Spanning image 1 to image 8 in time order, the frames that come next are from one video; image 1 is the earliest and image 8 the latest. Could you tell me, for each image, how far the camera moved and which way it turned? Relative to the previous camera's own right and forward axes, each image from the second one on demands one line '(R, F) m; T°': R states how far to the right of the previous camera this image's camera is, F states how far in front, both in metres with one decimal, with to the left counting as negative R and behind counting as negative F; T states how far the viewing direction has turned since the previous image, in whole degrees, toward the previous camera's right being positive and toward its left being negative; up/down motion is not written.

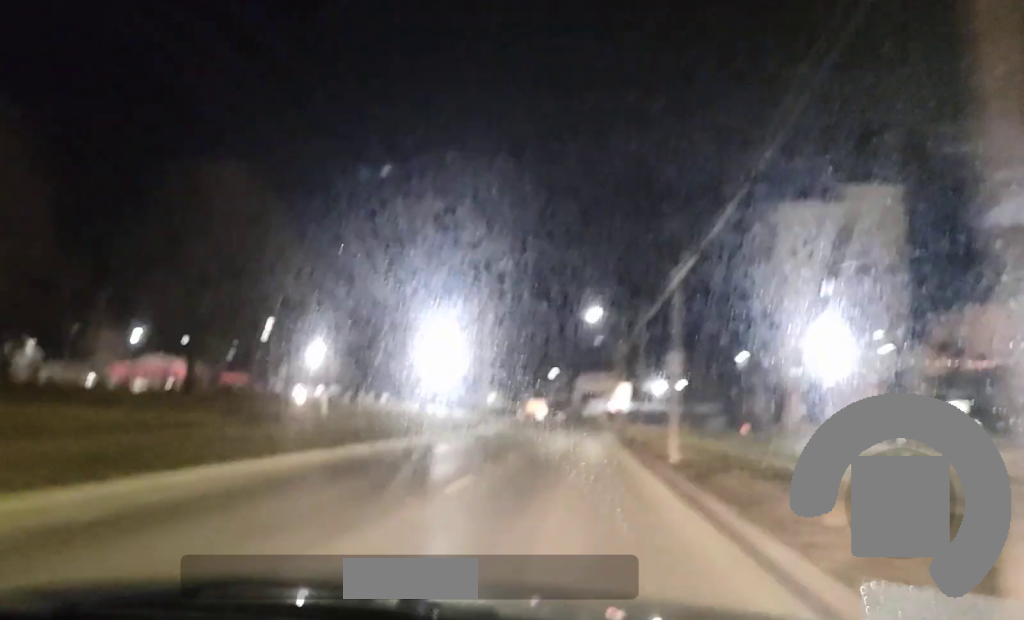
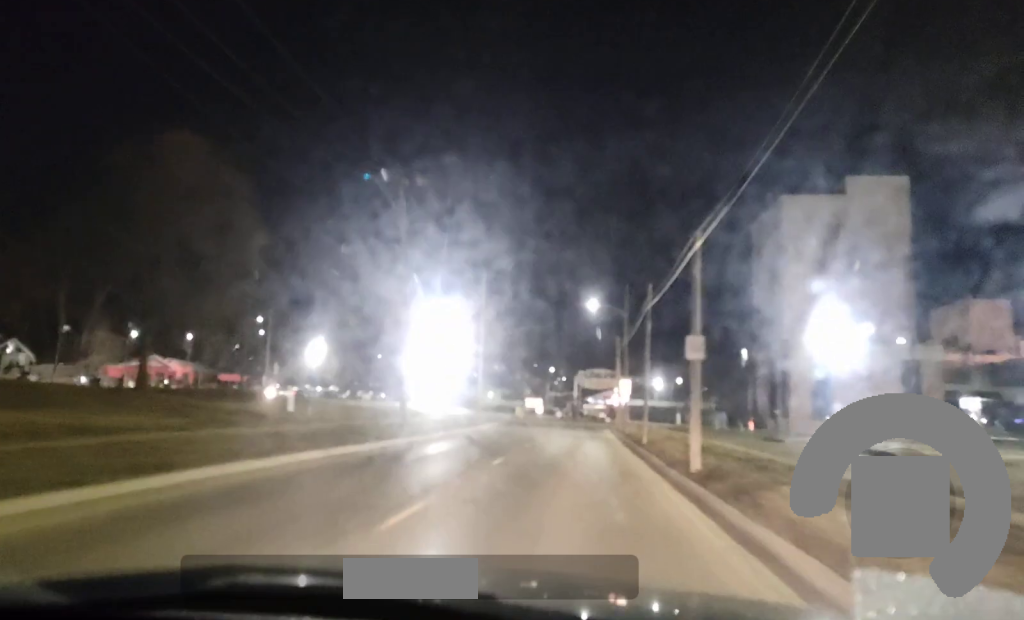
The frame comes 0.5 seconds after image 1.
(-0.1, +6.1) m; 0°
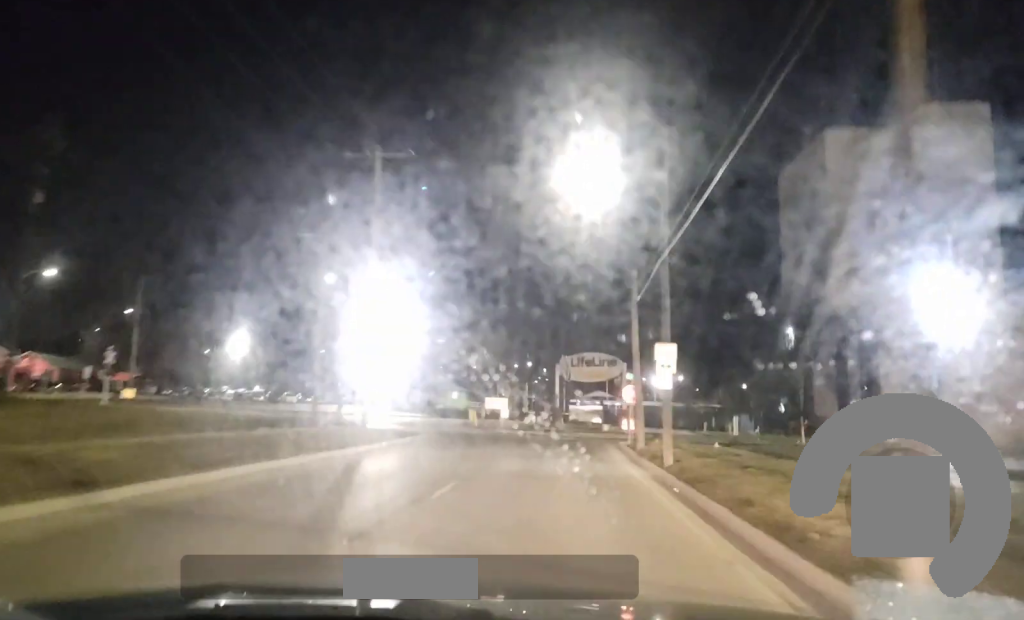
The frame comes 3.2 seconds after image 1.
(+0.1, +32.2) m; +1°
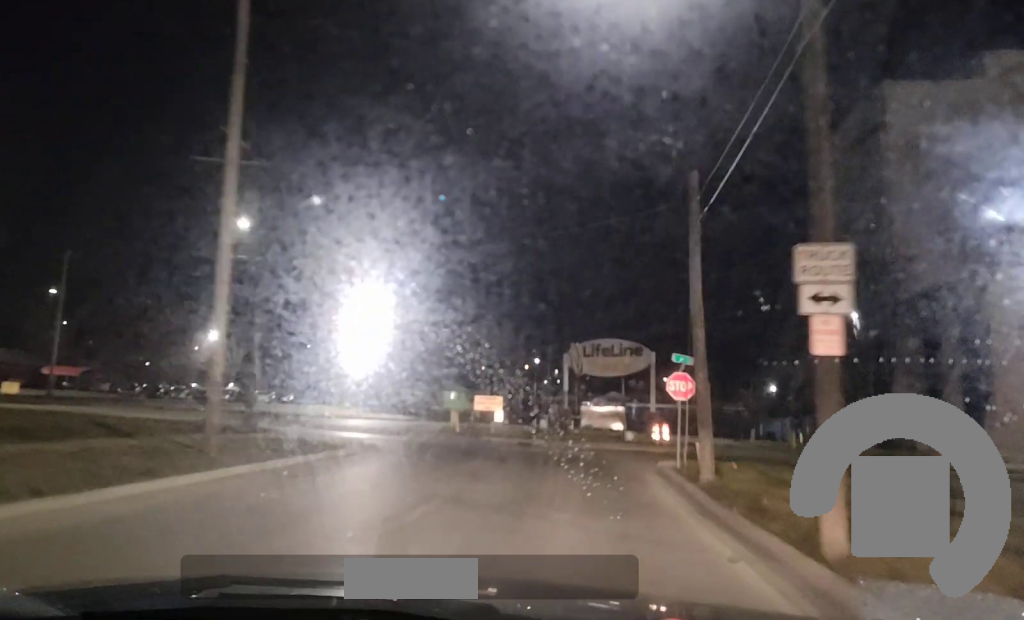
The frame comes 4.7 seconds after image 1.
(0.0, +15.8) m; 0°
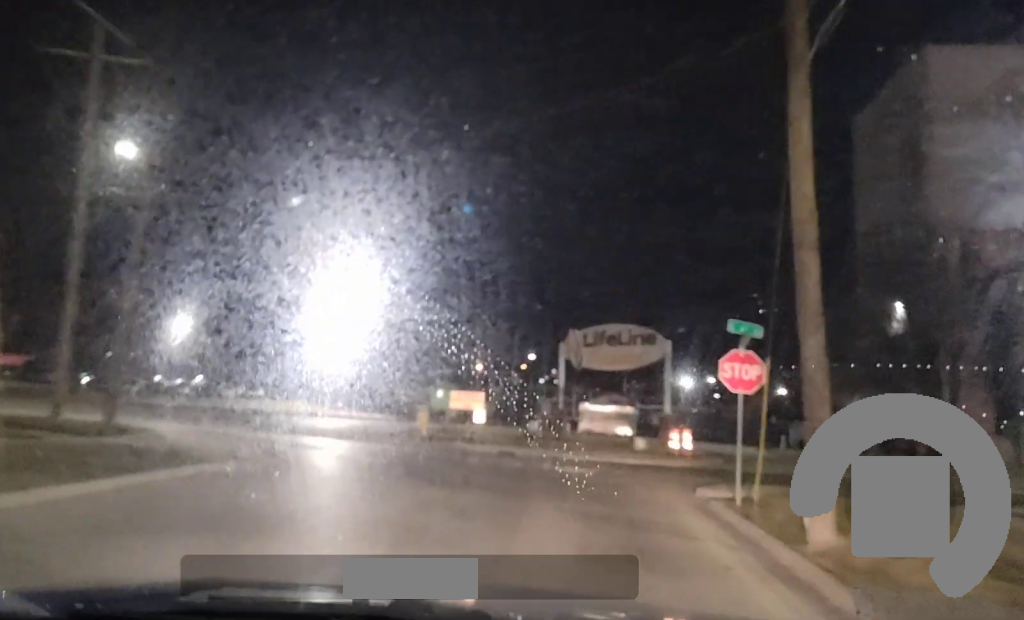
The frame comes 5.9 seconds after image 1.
(0.0, +10.3) m; 0°
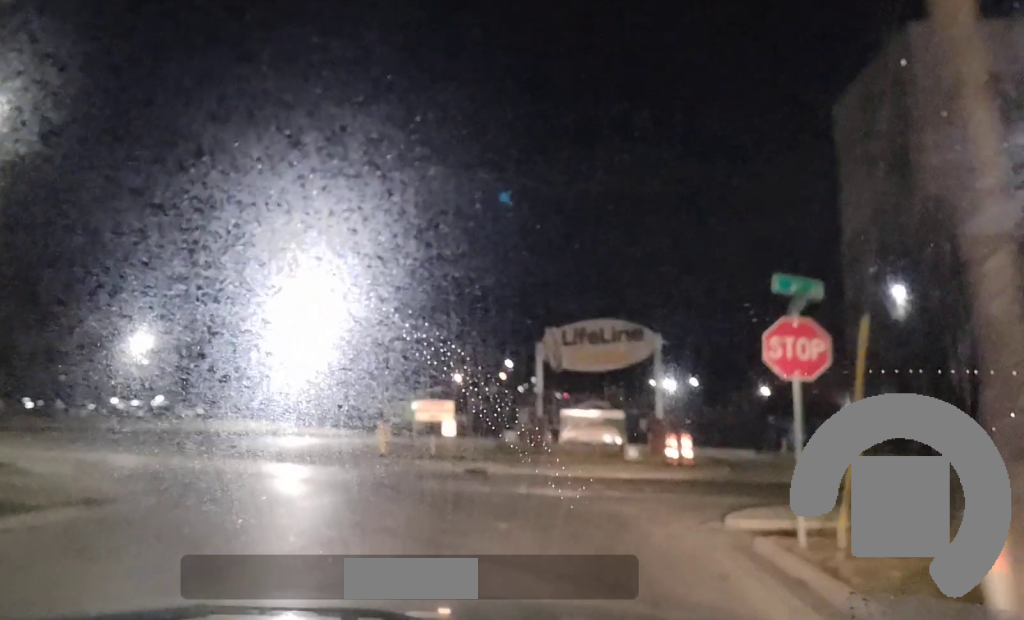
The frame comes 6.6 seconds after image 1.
(0.0, +5.4) m; 0°
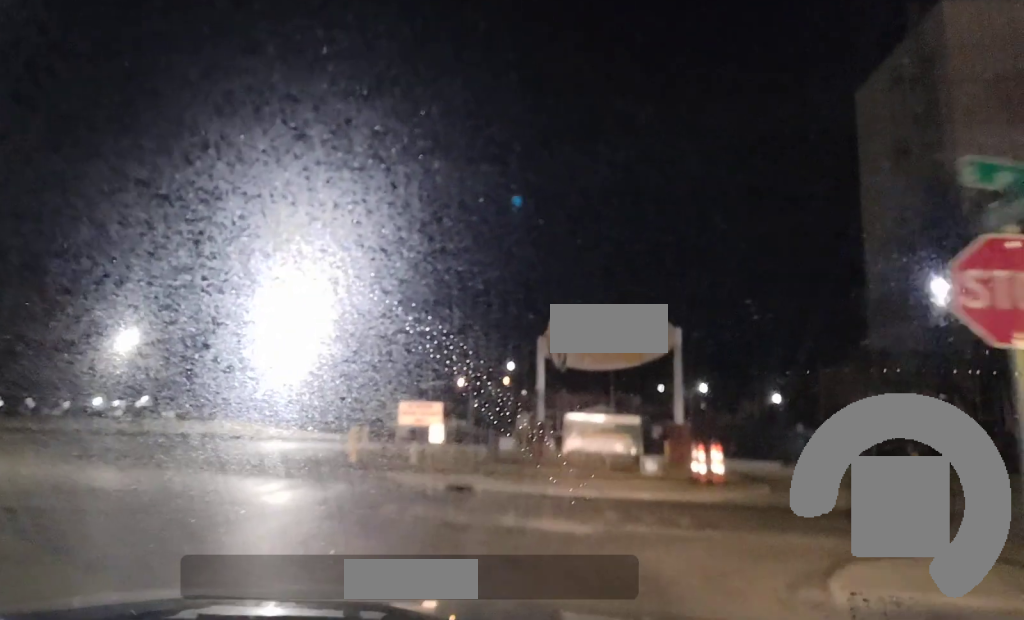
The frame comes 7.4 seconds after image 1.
(0.0, +5.7) m; 0°
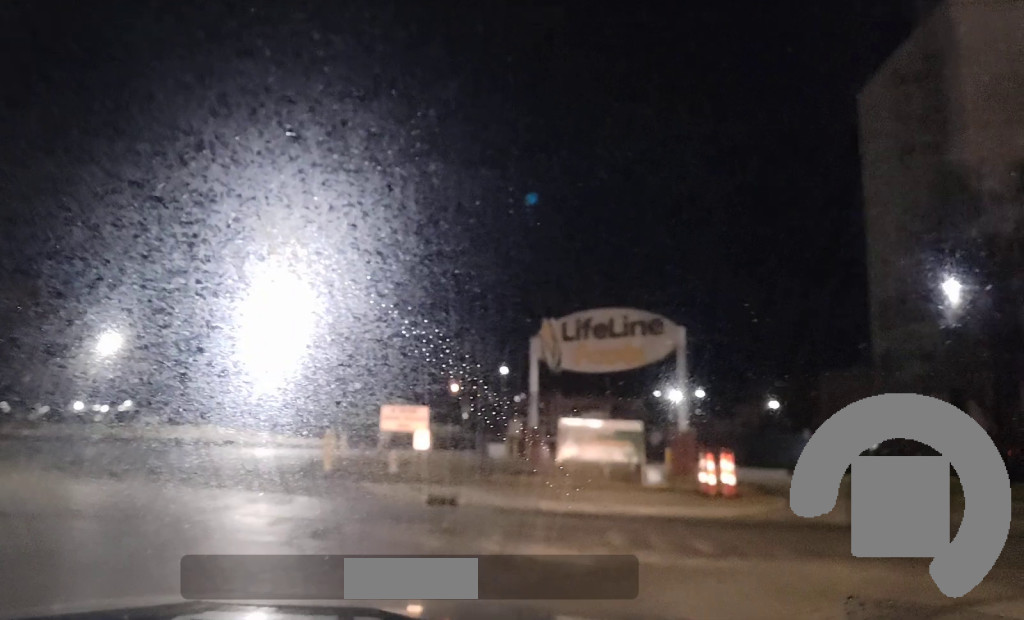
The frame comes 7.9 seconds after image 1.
(-0.1, +2.8) m; 0°
